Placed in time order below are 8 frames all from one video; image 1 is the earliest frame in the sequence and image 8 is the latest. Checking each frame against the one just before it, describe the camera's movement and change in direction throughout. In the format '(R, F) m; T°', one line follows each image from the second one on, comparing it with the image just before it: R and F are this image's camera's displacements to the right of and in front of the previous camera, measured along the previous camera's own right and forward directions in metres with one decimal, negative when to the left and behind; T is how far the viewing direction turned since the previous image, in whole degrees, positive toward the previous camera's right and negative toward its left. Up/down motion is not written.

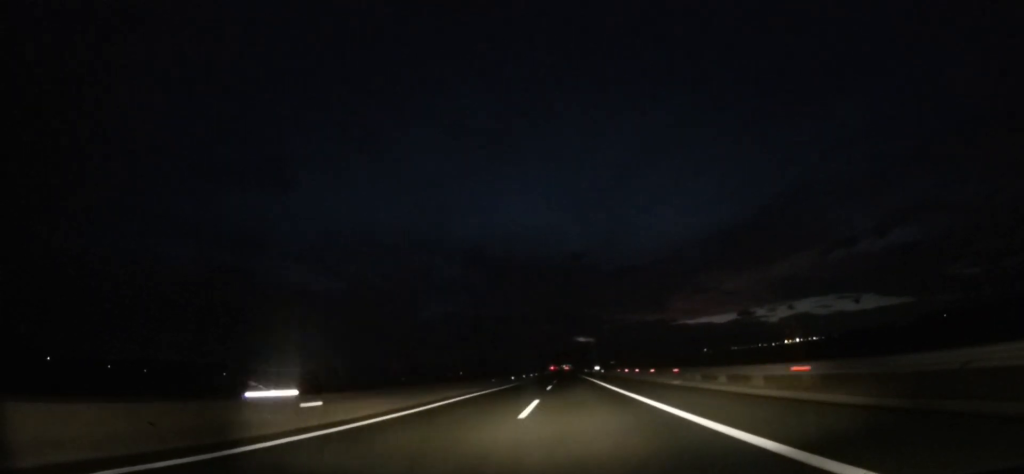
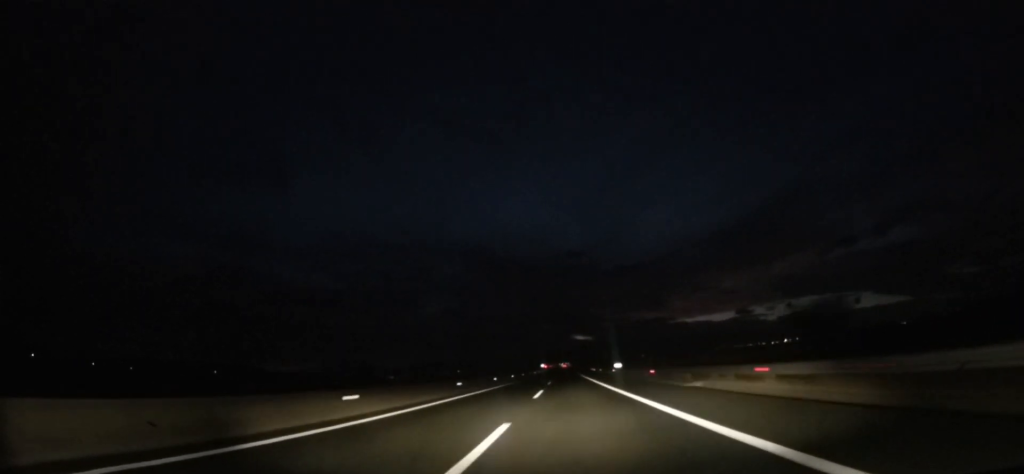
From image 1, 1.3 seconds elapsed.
(0.0, +59.5) m; 0°
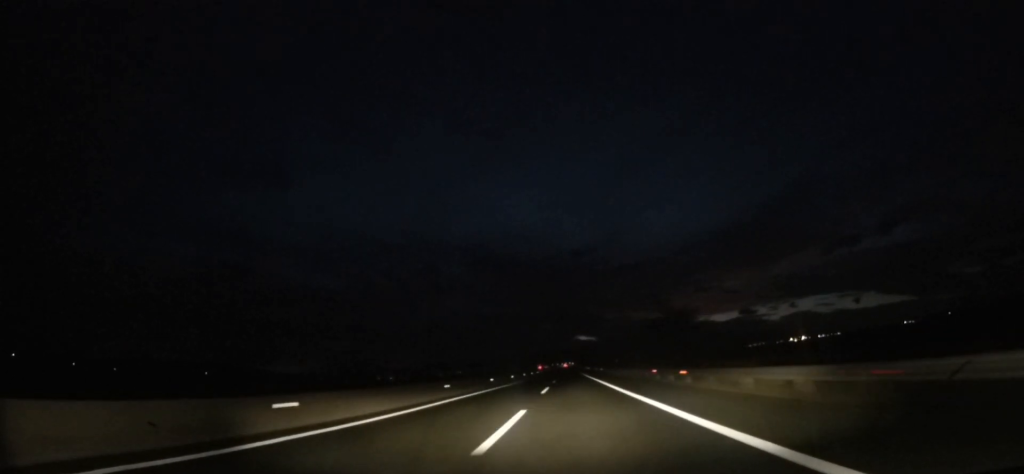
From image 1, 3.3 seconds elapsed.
(0.0, +51.9) m; 0°
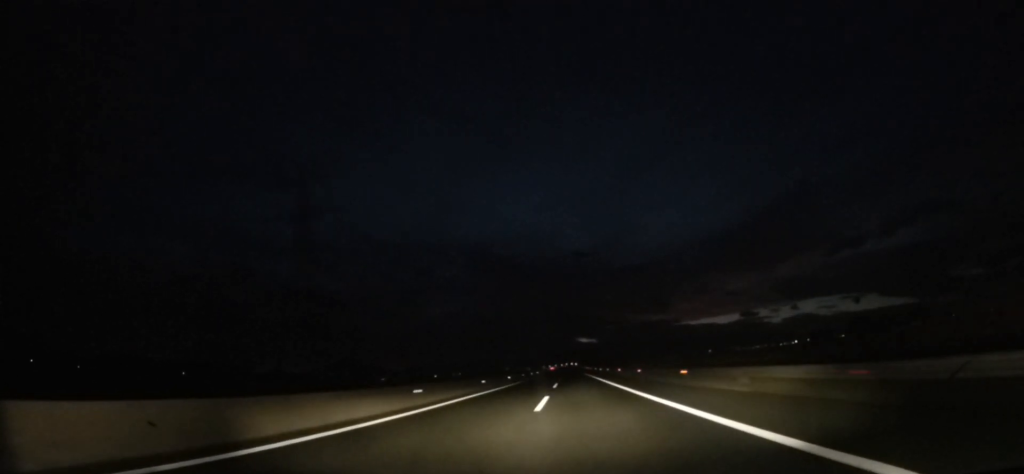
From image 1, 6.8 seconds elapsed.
(-0.1, +93.3) m; 0°
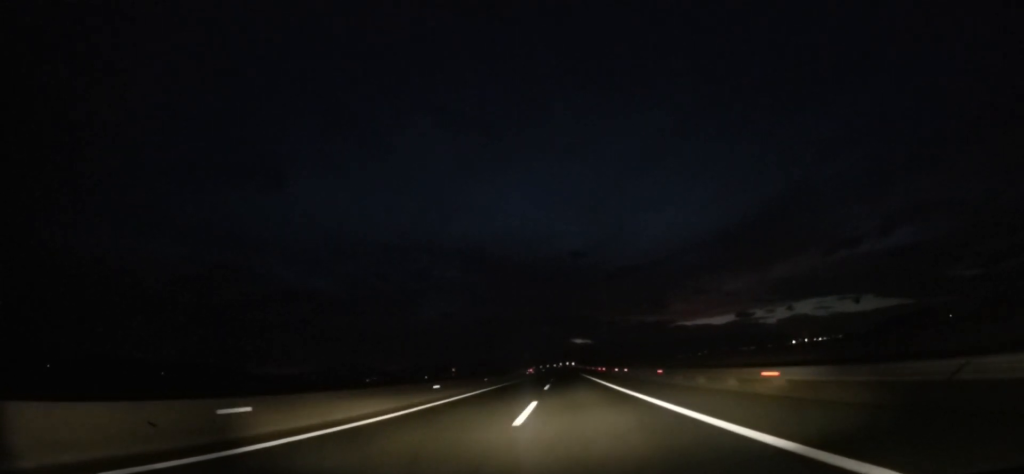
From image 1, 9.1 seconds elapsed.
(0.0, +60.2) m; 0°
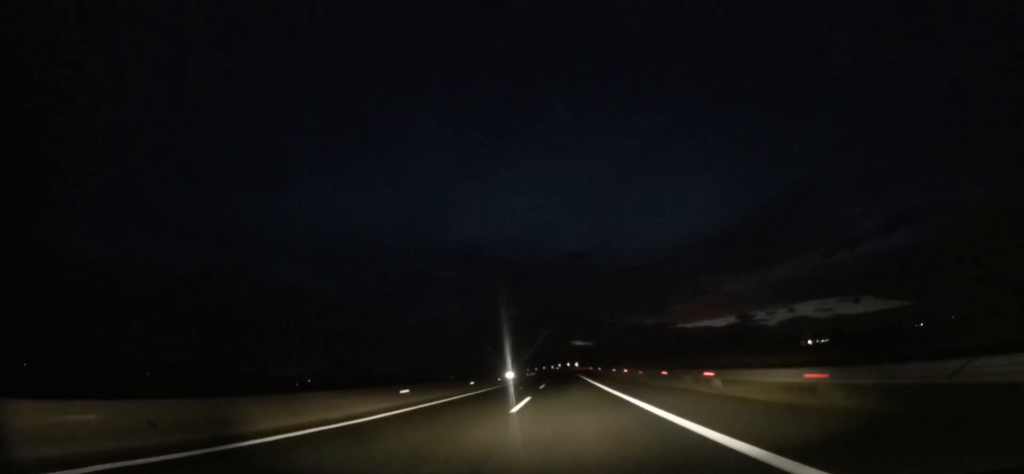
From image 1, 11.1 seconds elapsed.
(0.0, +56.1) m; 0°
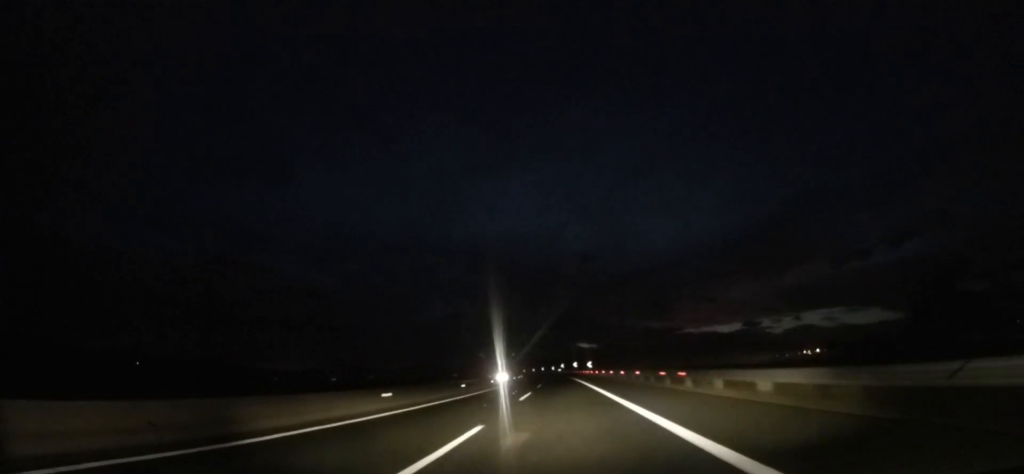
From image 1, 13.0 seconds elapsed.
(0.0, +67.7) m; -1°
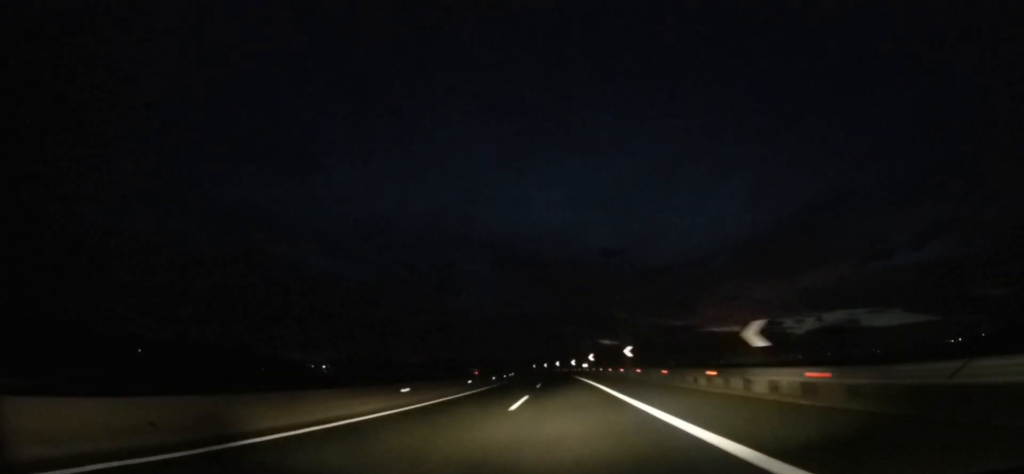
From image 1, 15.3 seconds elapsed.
(-1.2, +91.0) m; -2°
